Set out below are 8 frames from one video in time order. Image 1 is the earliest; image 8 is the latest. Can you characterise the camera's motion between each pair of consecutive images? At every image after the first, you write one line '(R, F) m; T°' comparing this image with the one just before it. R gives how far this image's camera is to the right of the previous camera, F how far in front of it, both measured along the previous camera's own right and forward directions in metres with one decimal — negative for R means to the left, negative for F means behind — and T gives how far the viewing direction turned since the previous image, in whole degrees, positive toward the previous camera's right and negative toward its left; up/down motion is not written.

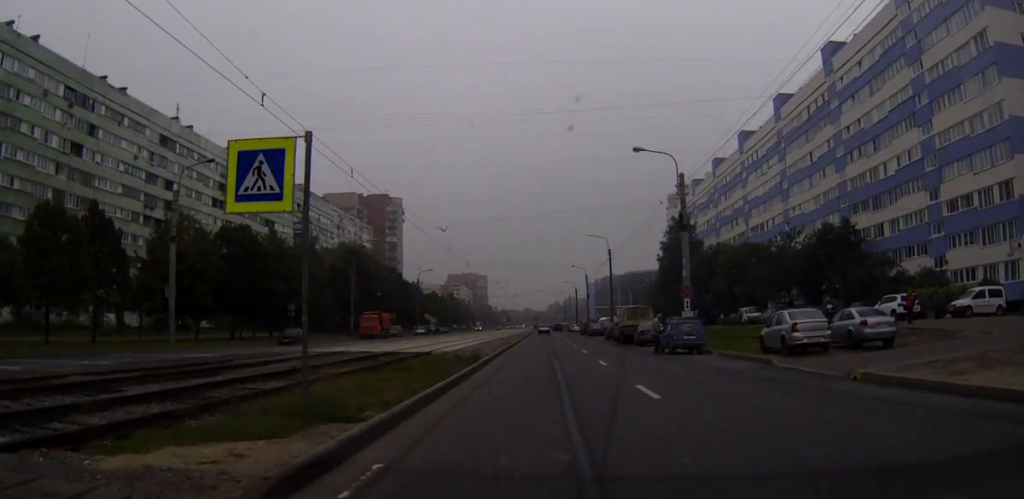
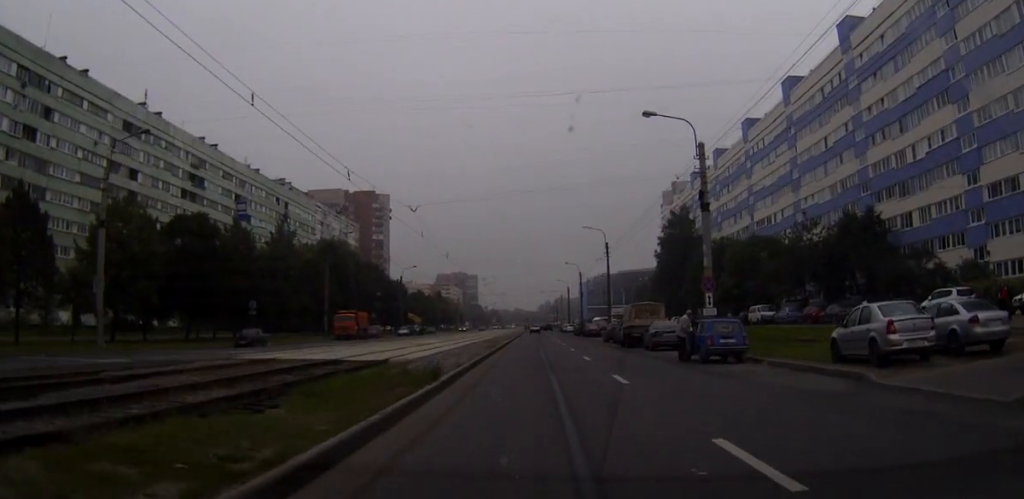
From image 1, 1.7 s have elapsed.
(-0.1, +4.2) m; +3°
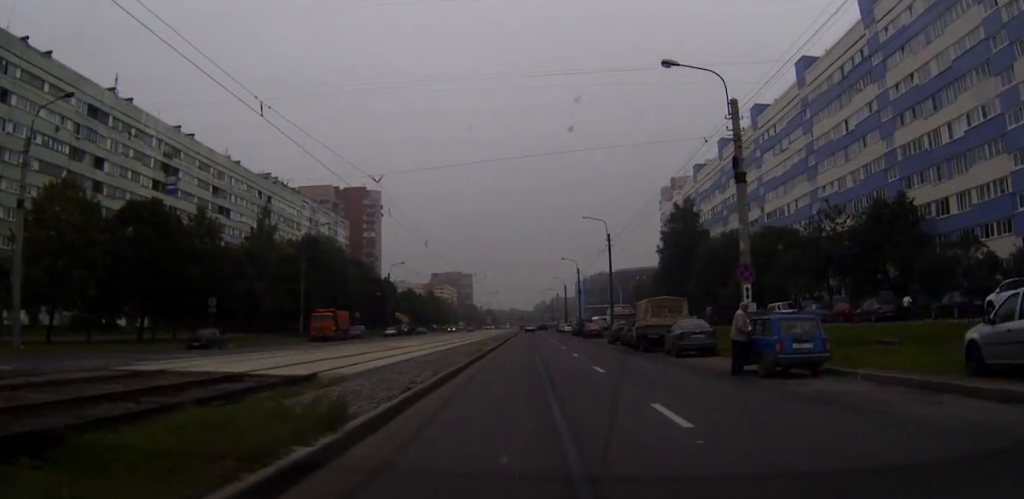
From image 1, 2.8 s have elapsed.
(+0.2, +7.3) m; -2°
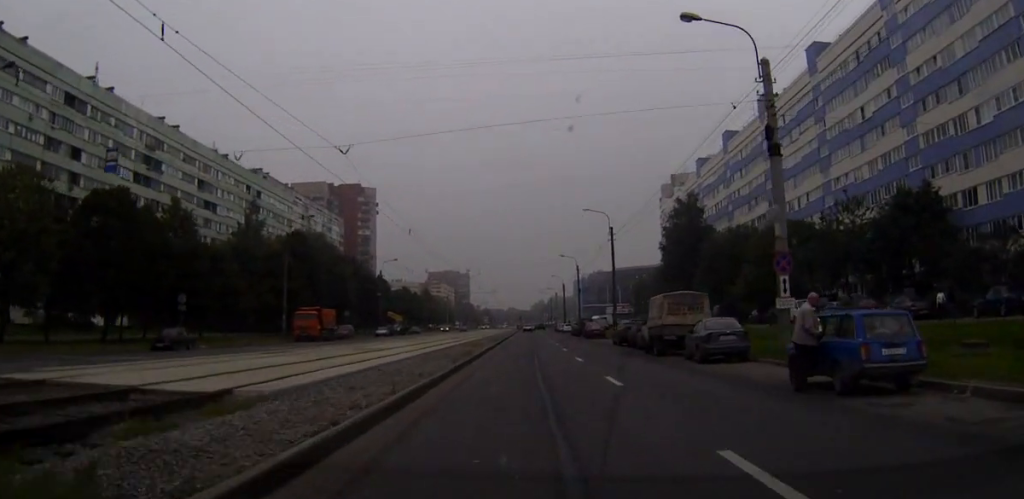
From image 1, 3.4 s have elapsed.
(-0.2, +5.2) m; -1°
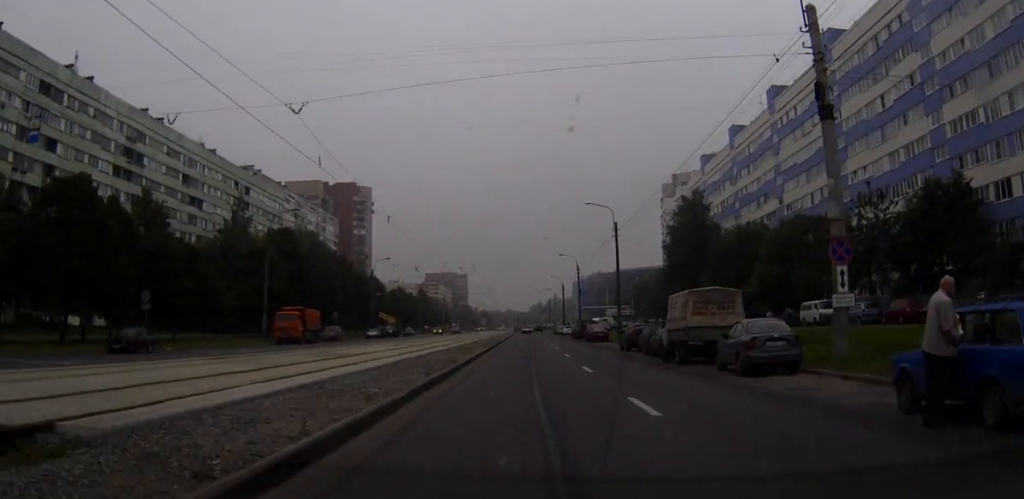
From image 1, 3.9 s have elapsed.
(0.0, +5.6) m; 0°
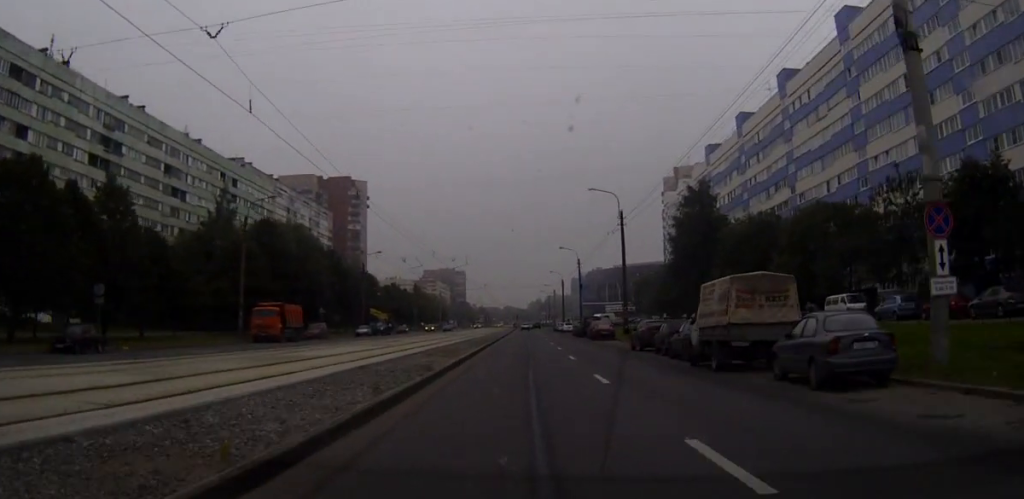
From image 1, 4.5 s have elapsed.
(+0.1, +6.1) m; 0°
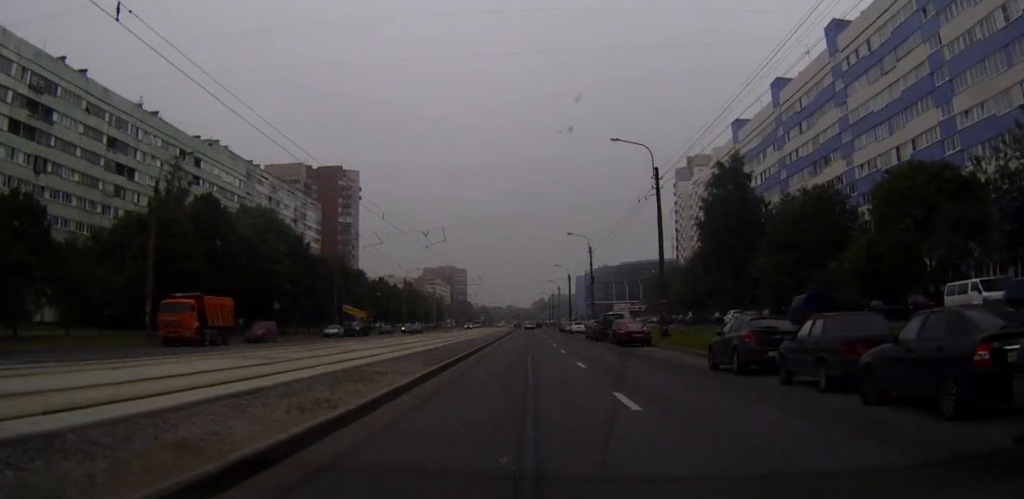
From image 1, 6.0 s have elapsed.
(+0.1, +17.8) m; +2°
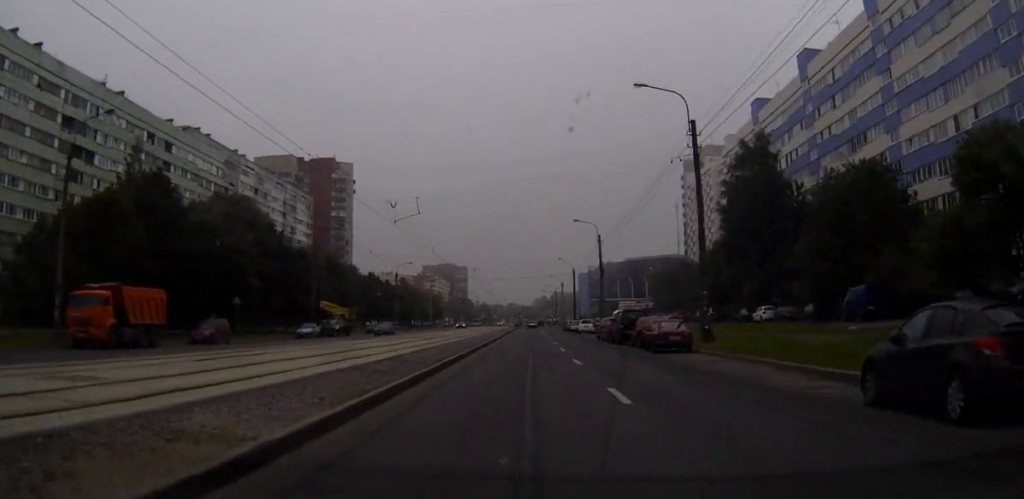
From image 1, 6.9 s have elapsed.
(+0.2, +10.9) m; +1°
